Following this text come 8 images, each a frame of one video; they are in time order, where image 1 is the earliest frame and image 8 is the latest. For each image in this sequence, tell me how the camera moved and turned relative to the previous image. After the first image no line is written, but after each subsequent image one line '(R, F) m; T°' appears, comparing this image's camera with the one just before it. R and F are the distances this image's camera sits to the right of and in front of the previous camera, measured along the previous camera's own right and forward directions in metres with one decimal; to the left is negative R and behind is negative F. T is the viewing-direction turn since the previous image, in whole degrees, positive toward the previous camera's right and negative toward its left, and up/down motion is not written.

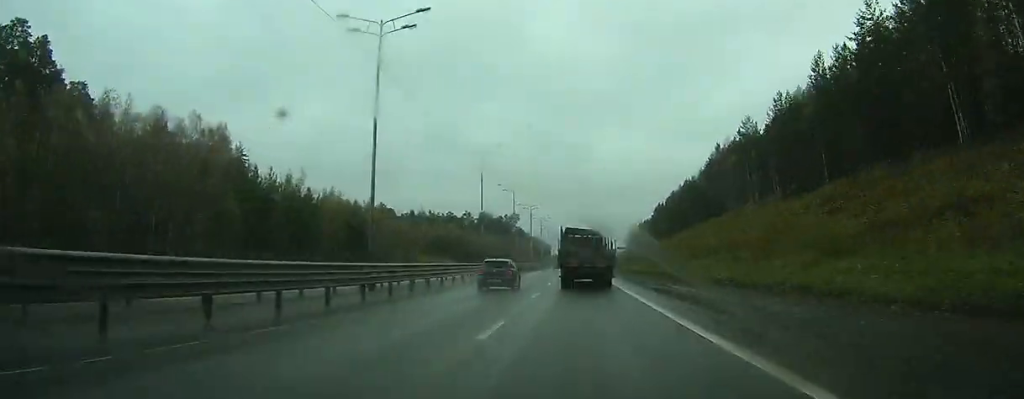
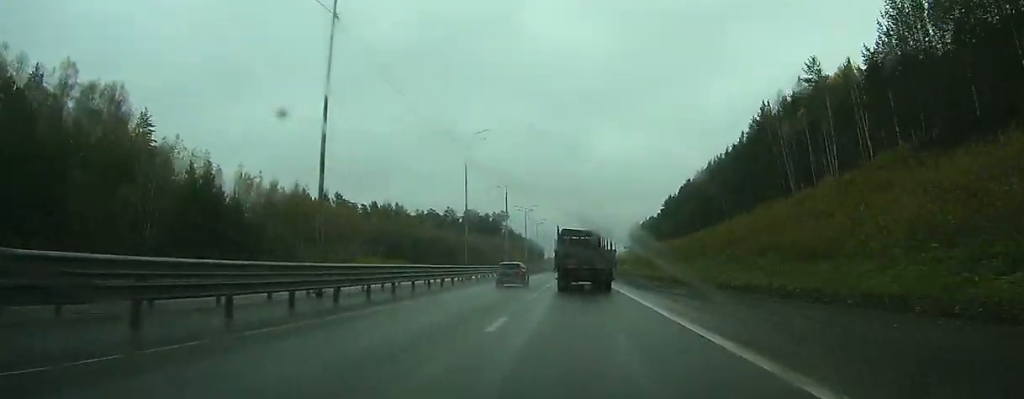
(0.0, +34.8) m; 0°
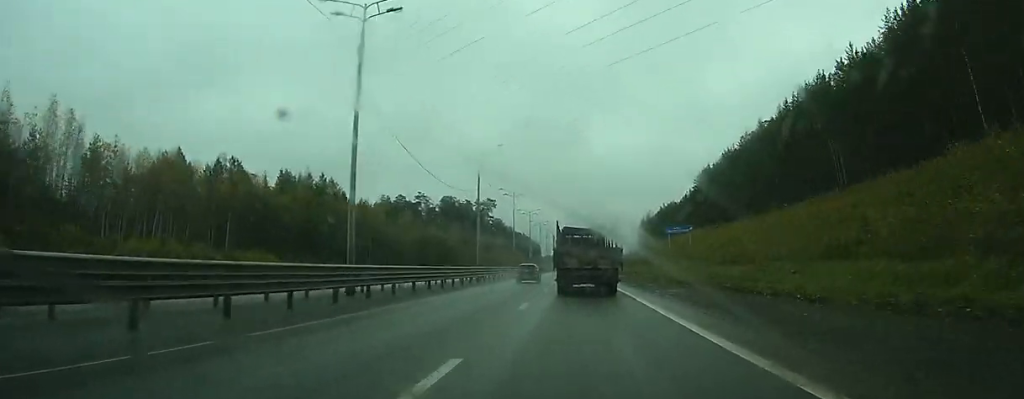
(+0.1, +53.2) m; 0°
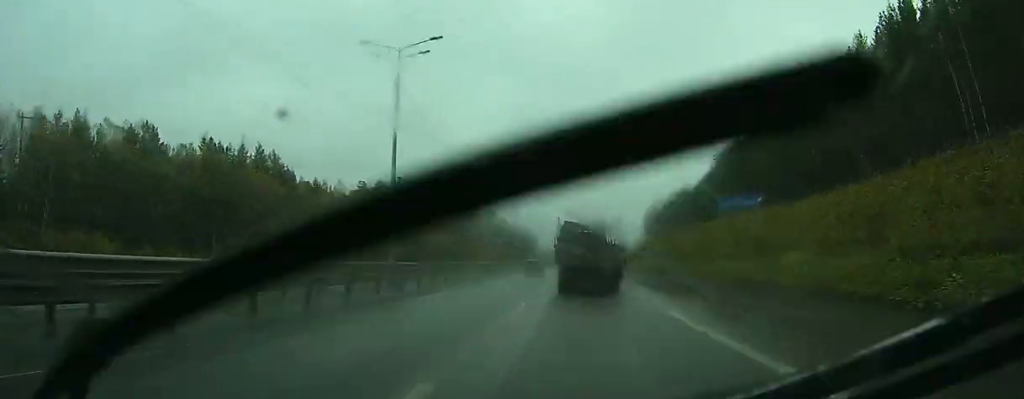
(0.0, +25.6) m; 0°
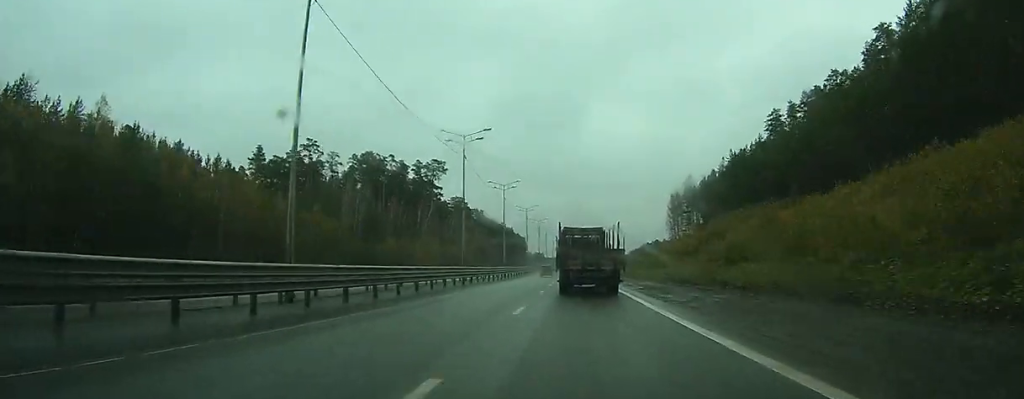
(+0.2, +72.8) m; 0°
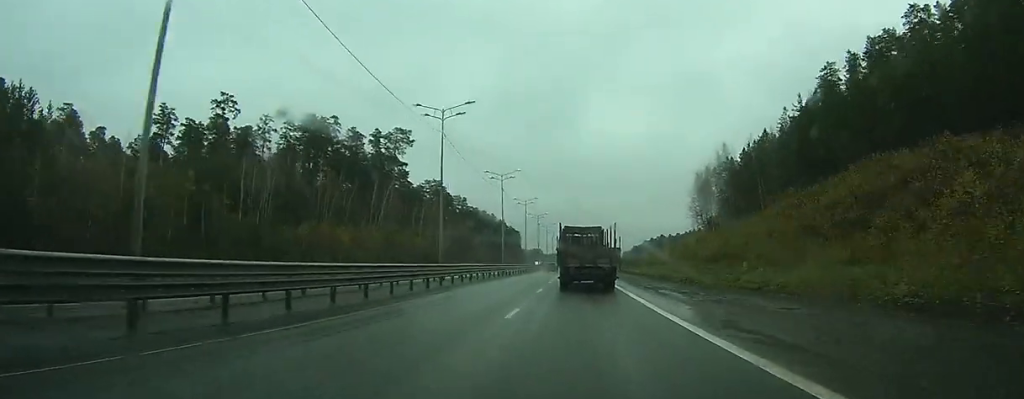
(-0.1, +38.0) m; 0°
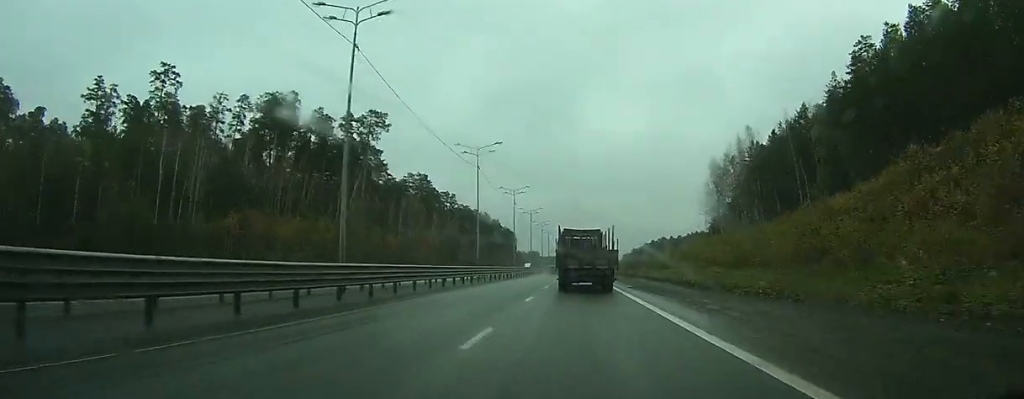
(+0.2, +17.6) m; 0°
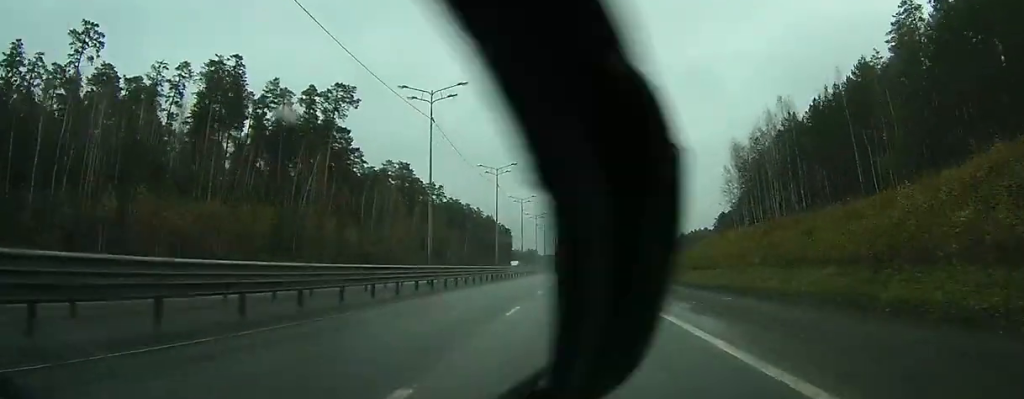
(+0.1, +17.6) m; 0°
